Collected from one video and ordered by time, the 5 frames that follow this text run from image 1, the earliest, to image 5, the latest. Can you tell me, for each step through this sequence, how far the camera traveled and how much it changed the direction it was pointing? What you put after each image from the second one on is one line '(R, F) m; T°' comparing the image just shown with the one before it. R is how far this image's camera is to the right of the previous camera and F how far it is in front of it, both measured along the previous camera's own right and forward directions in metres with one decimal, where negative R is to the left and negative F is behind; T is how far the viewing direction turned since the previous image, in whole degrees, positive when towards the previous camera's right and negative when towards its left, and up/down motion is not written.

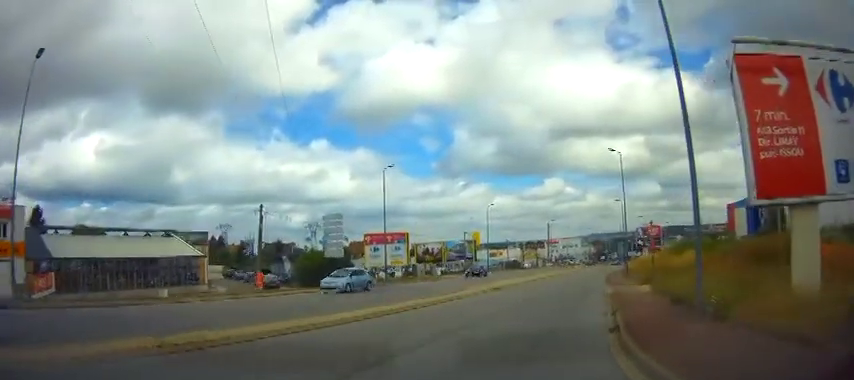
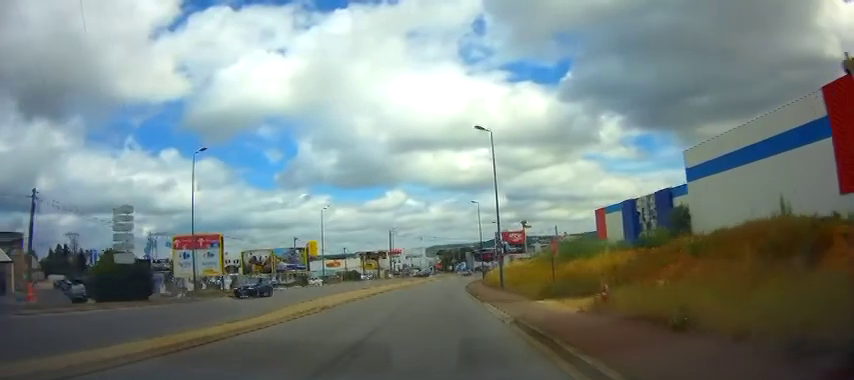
(+2.3, +9.0) m; +20°
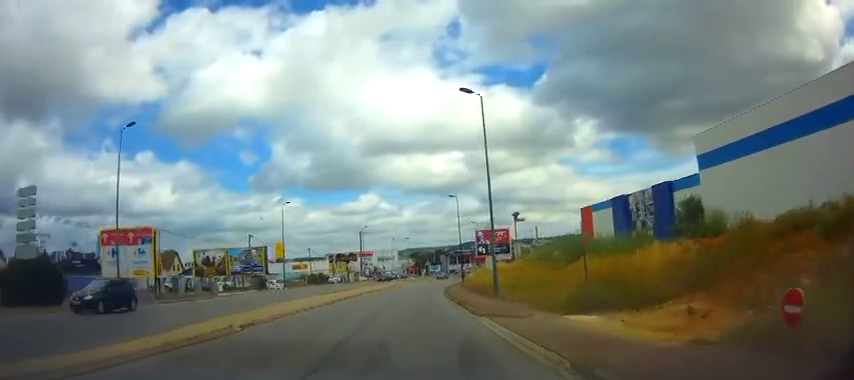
(+0.5, +7.0) m; +5°
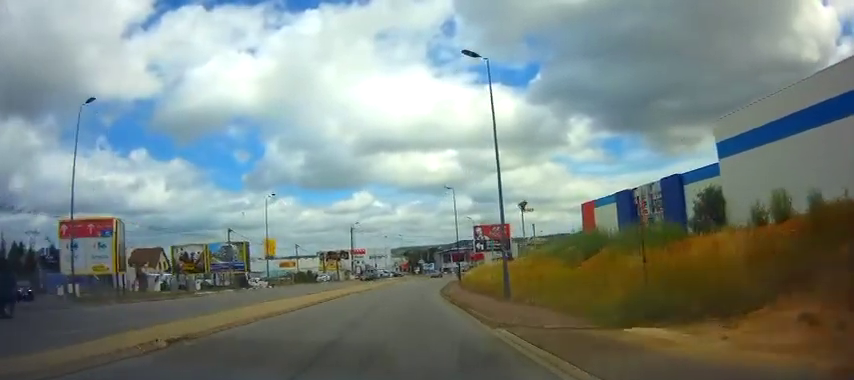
(+0.1, +4.1) m; +1°
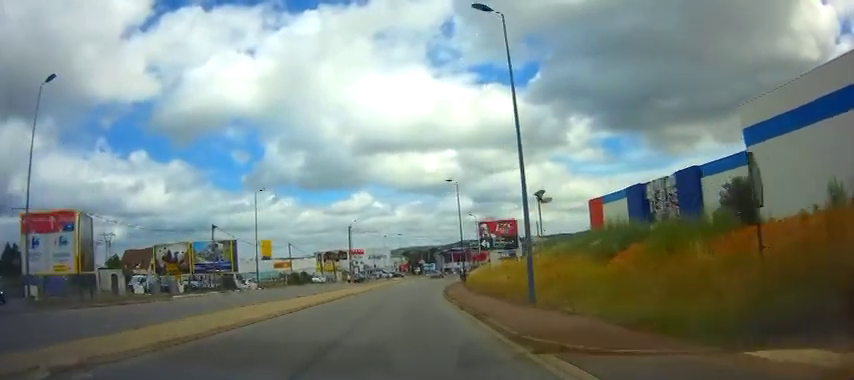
(0.0, +3.9) m; 0°
